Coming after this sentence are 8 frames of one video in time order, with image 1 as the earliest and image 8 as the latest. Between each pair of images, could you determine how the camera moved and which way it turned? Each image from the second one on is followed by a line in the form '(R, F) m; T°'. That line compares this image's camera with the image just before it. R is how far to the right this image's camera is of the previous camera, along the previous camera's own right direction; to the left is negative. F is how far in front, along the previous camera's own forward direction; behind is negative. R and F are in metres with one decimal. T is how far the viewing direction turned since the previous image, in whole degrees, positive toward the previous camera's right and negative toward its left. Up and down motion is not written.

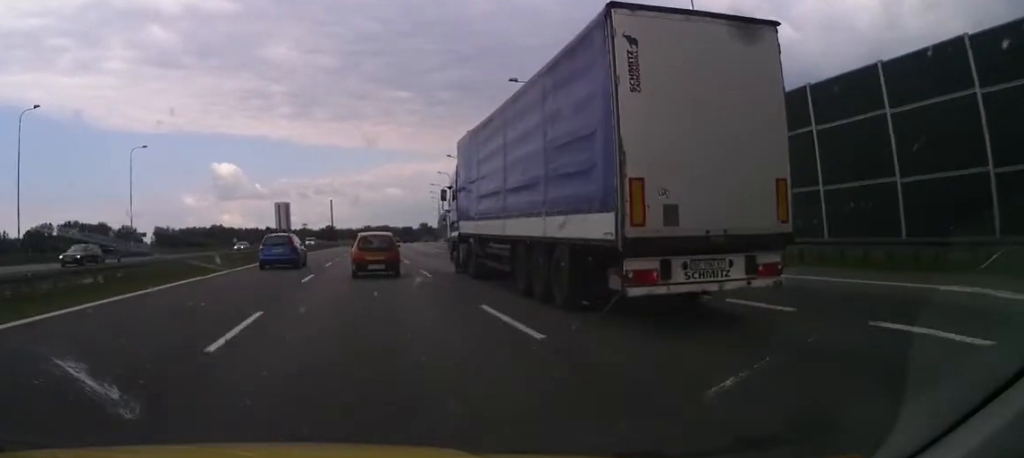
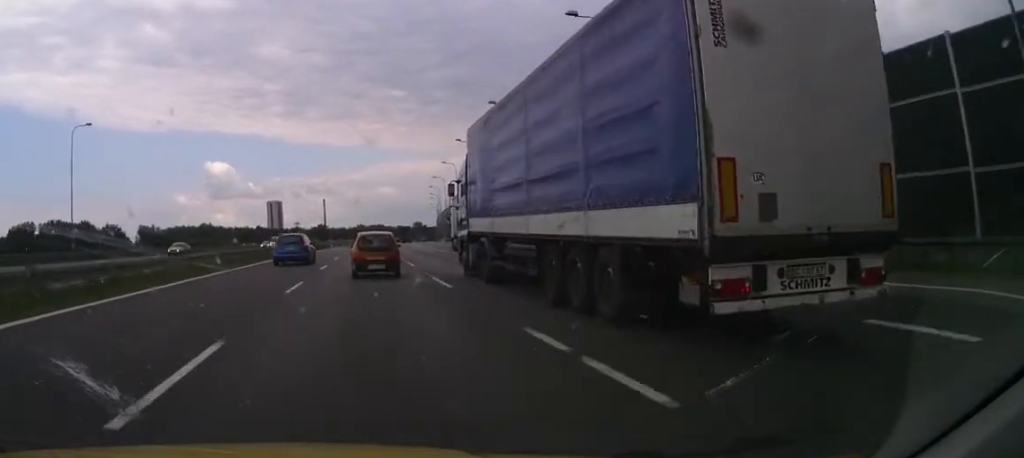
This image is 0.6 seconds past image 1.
(-0.1, +15.7) m; 0°
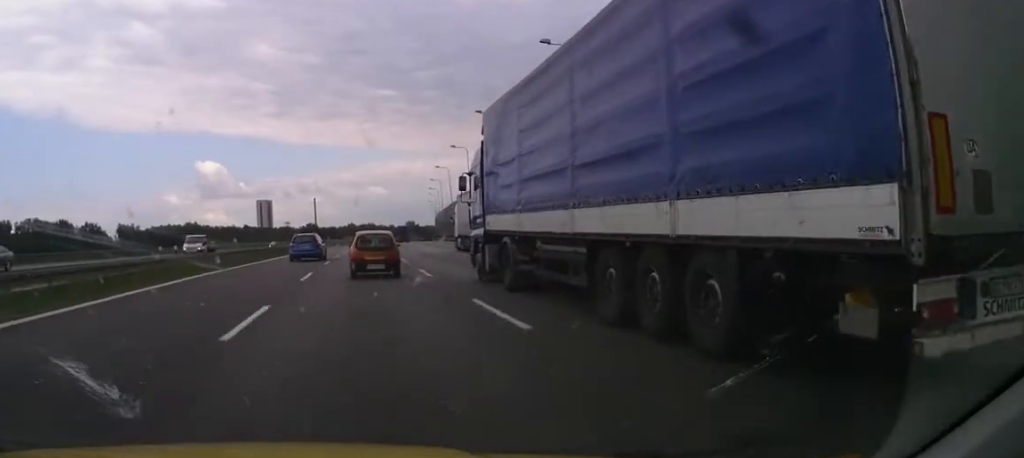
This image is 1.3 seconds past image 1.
(-0.2, +19.4) m; 0°
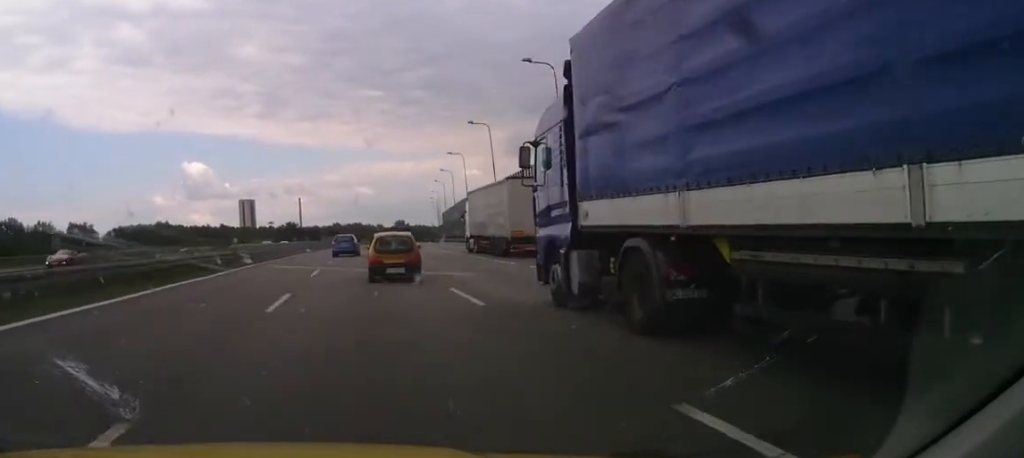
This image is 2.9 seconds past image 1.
(+1.5, +45.2) m; +3°
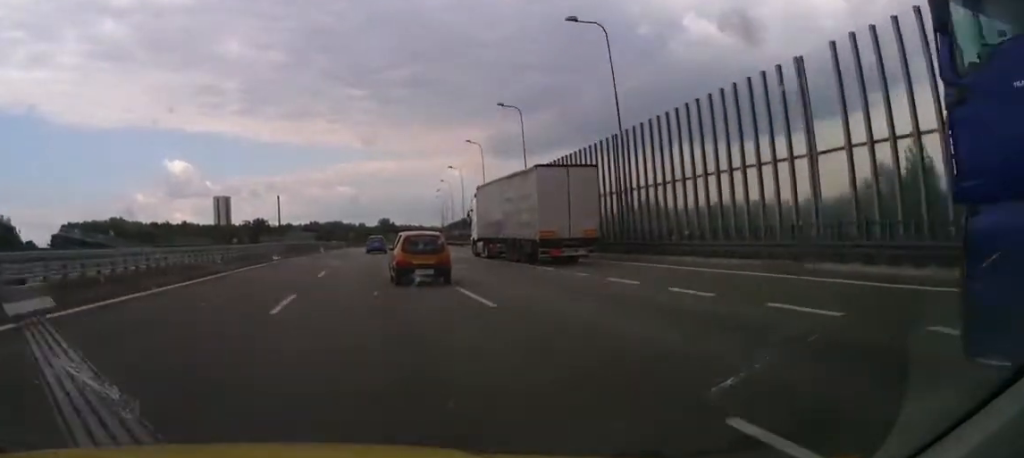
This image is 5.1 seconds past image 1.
(+0.4, +60.3) m; +1°
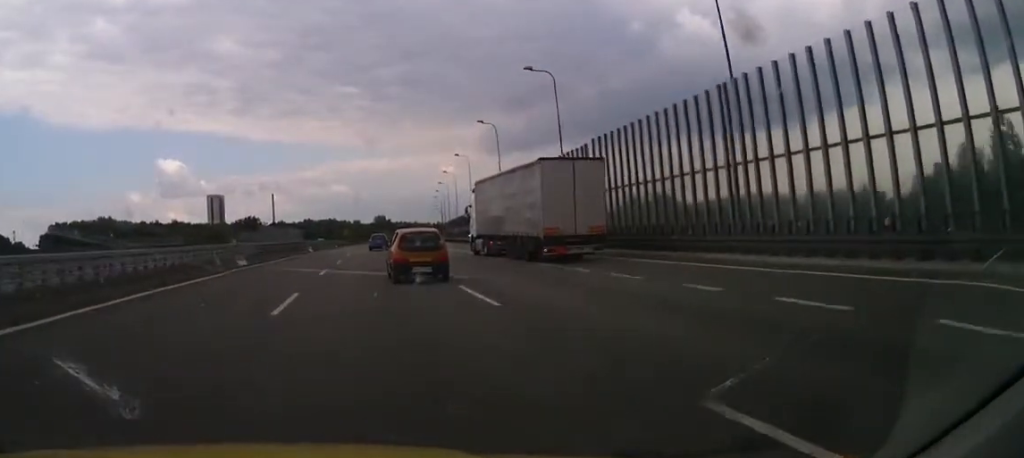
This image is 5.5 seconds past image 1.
(+0.1, +12.0) m; 0°
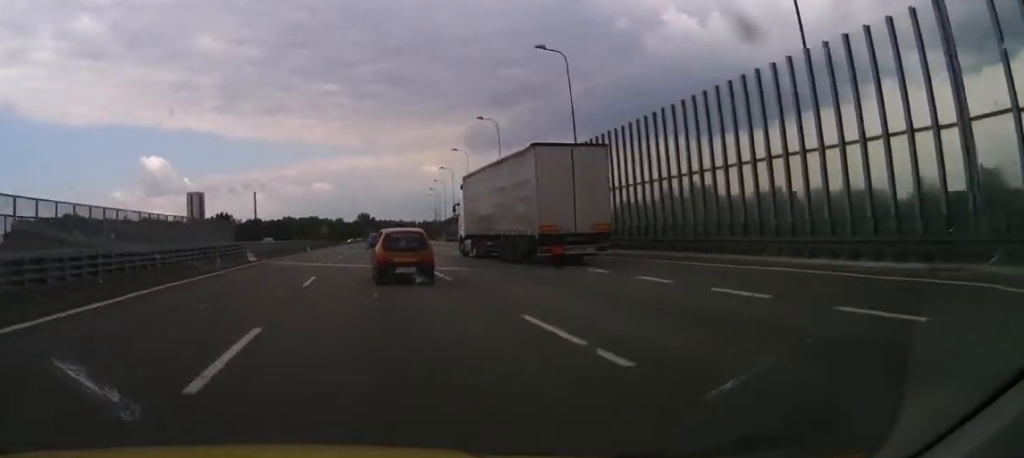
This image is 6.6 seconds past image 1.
(+0.2, +29.6) m; 0°
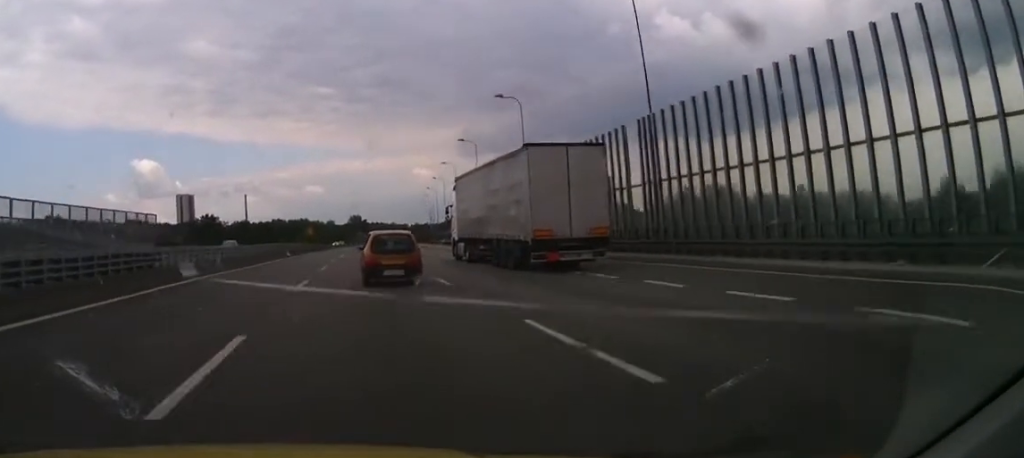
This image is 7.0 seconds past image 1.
(-0.3, +12.9) m; +1°
